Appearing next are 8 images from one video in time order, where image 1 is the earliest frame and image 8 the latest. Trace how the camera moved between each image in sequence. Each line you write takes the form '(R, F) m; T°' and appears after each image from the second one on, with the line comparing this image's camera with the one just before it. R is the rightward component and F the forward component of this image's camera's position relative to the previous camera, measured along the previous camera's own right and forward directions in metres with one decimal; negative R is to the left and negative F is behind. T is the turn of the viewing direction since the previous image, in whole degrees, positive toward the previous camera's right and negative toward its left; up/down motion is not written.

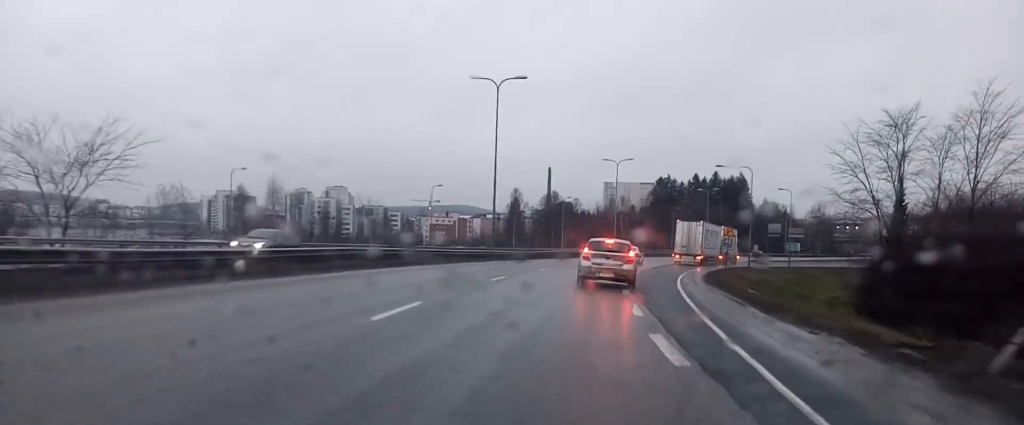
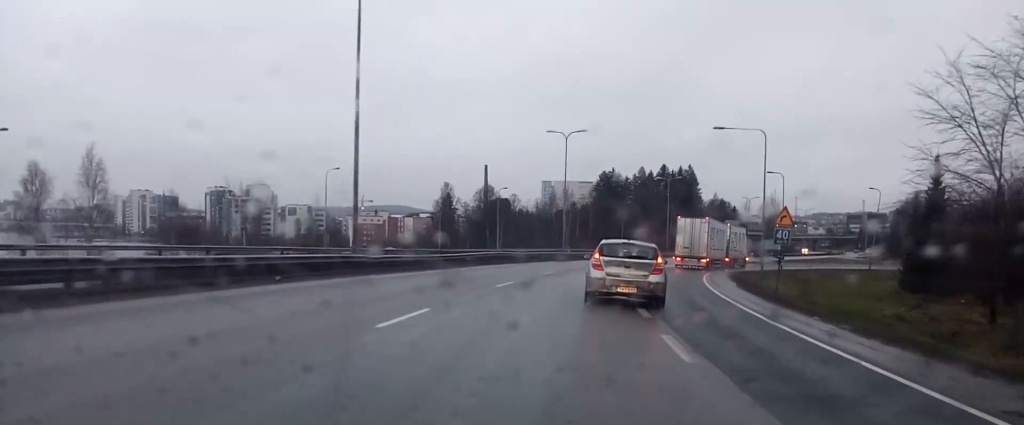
(+0.7, +24.2) m; +4°
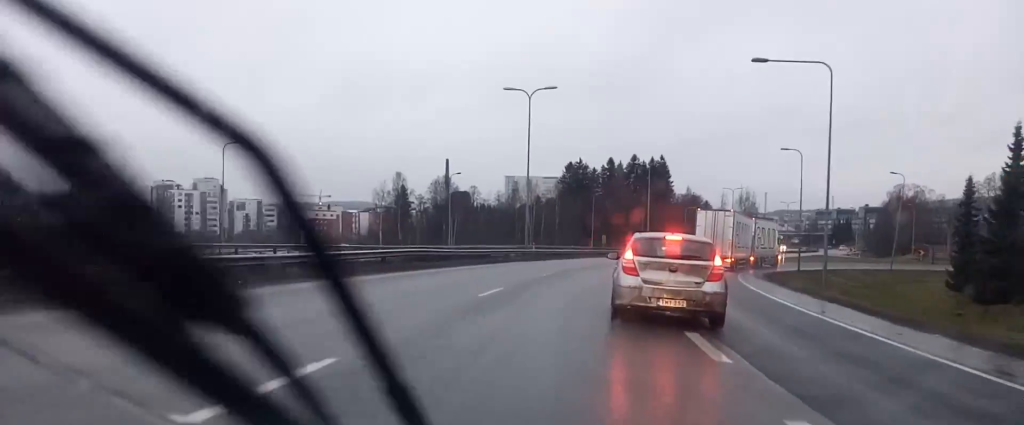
(+0.6, +18.1) m; +3°
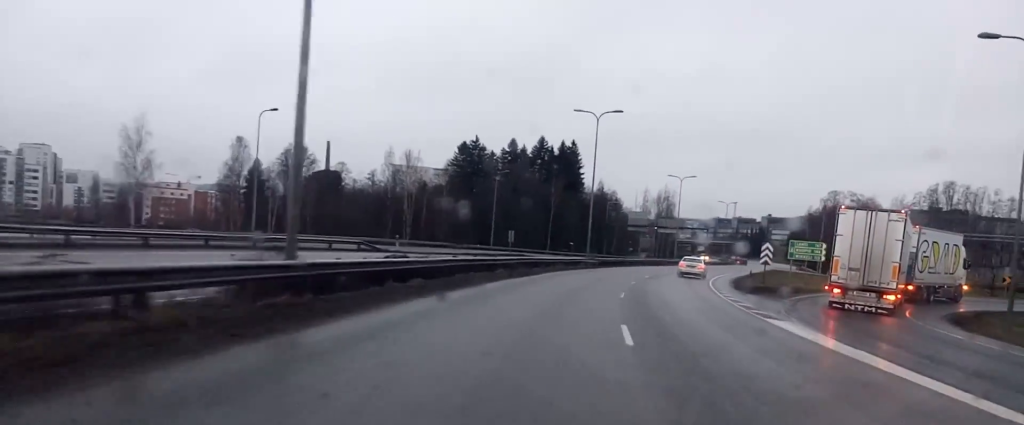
(+2.0, +42.0) m; +9°
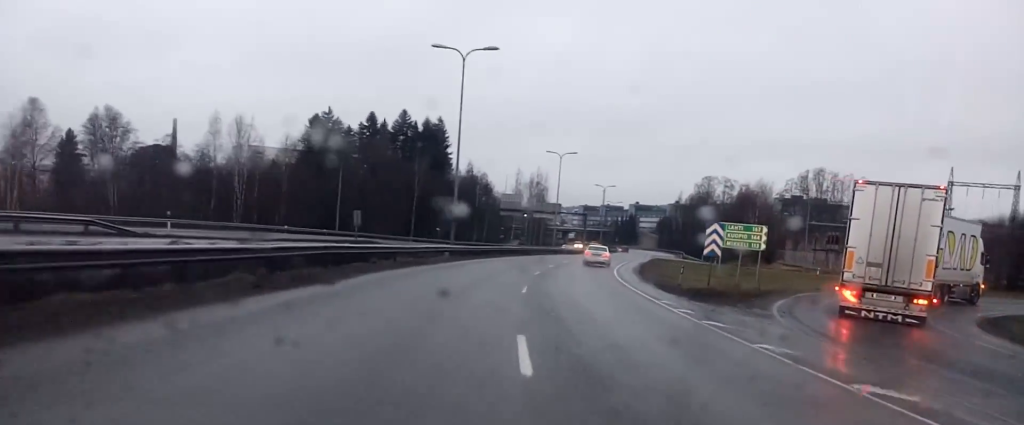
(+0.8, +15.5) m; +6°
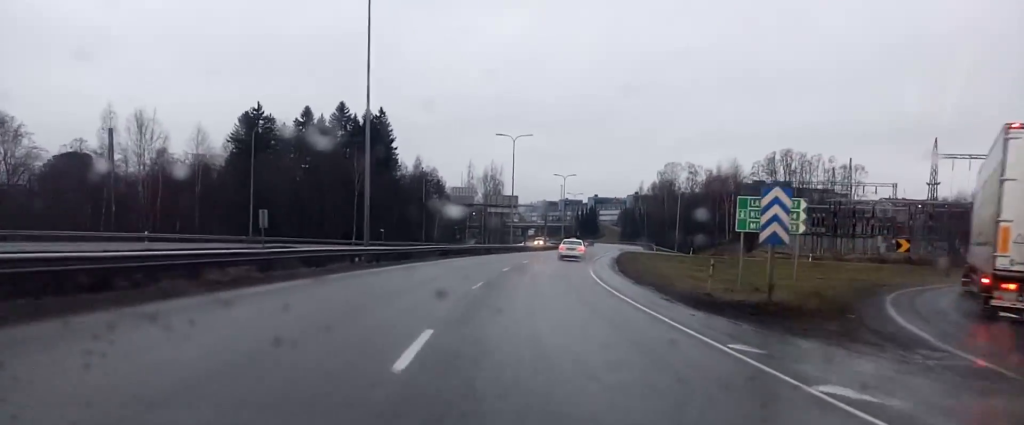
(+0.4, +12.2) m; +5°
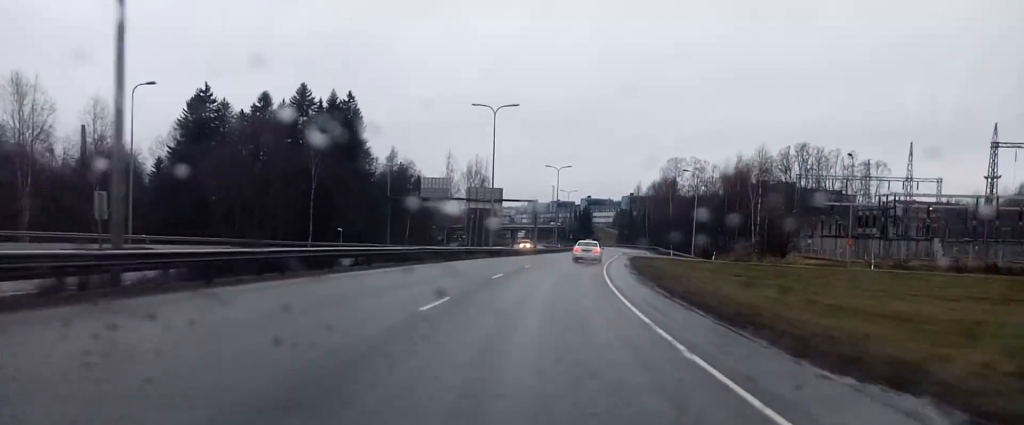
(+1.1, +18.5) m; +2°
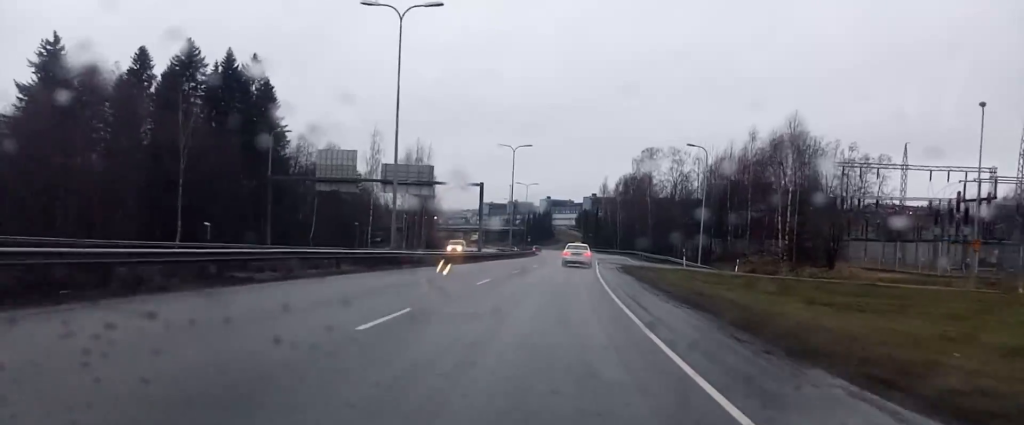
(-0.3, +27.0) m; +1°
